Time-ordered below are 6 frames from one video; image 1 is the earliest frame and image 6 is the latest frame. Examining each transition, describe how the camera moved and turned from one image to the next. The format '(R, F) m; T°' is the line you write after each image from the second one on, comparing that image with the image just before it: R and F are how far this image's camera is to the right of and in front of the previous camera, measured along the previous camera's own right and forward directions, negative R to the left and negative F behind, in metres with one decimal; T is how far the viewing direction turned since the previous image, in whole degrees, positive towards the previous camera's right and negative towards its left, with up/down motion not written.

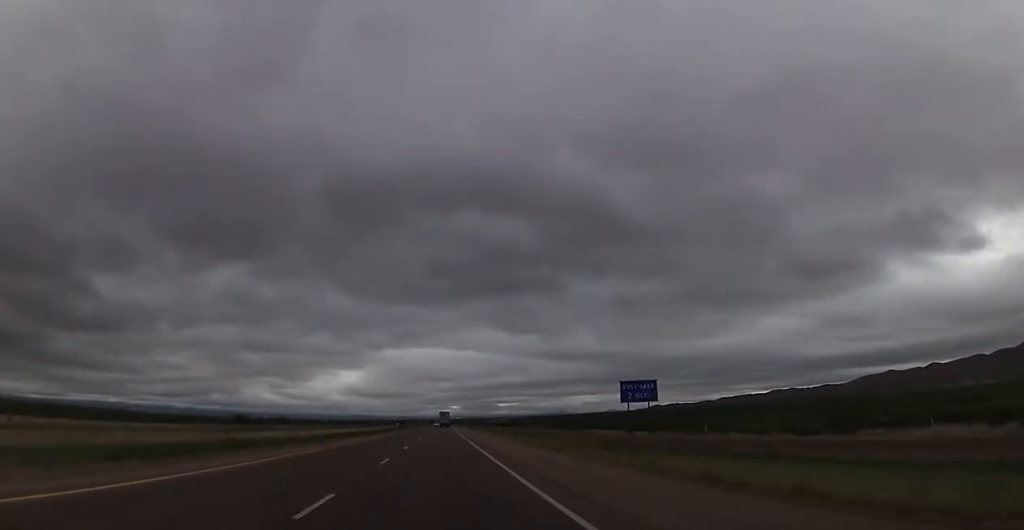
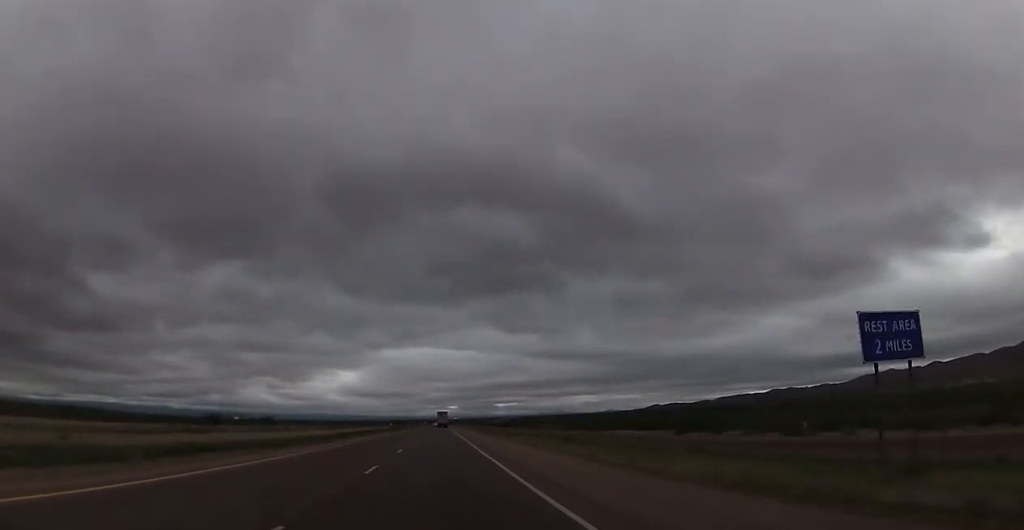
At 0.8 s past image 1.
(0.0, +28.1) m; -1°
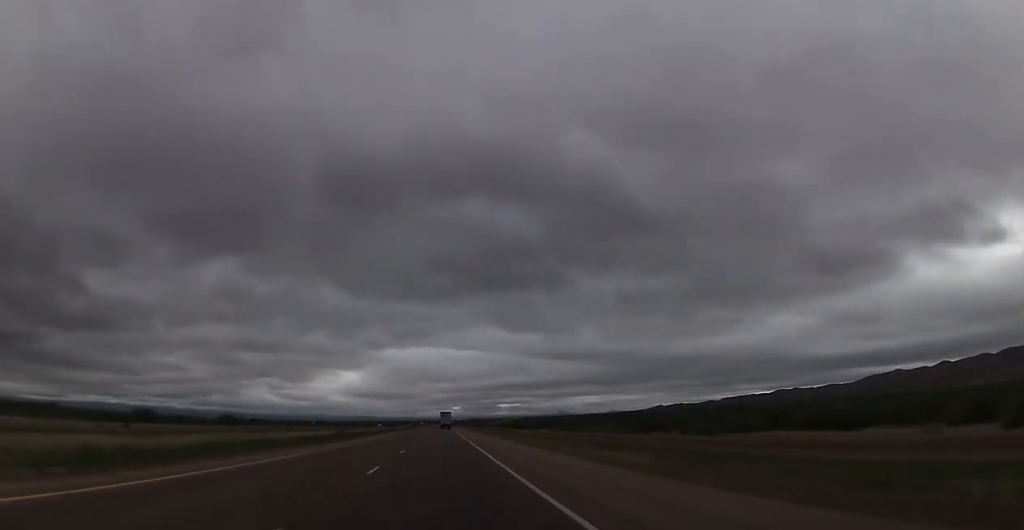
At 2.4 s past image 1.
(-0.4, +61.1) m; 0°
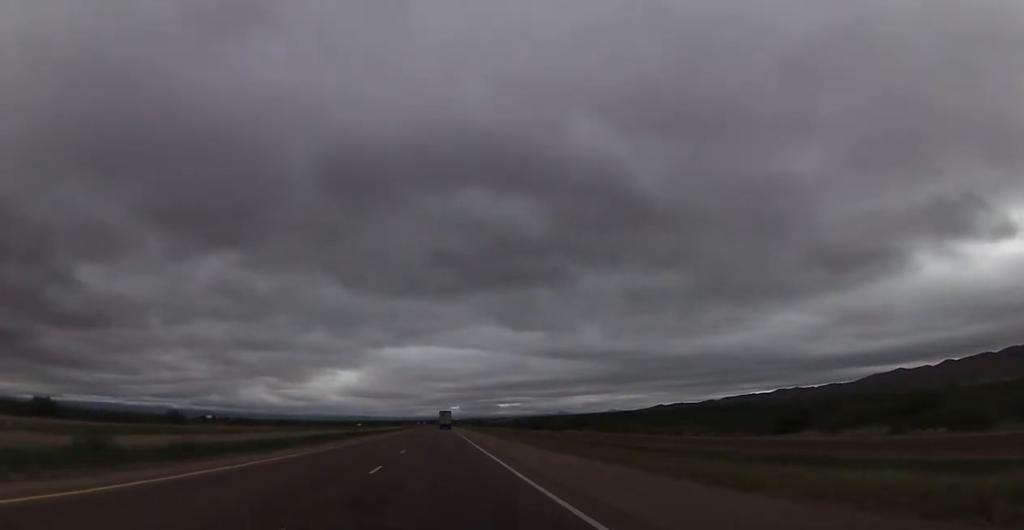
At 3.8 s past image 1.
(+0.4, +48.8) m; 0°
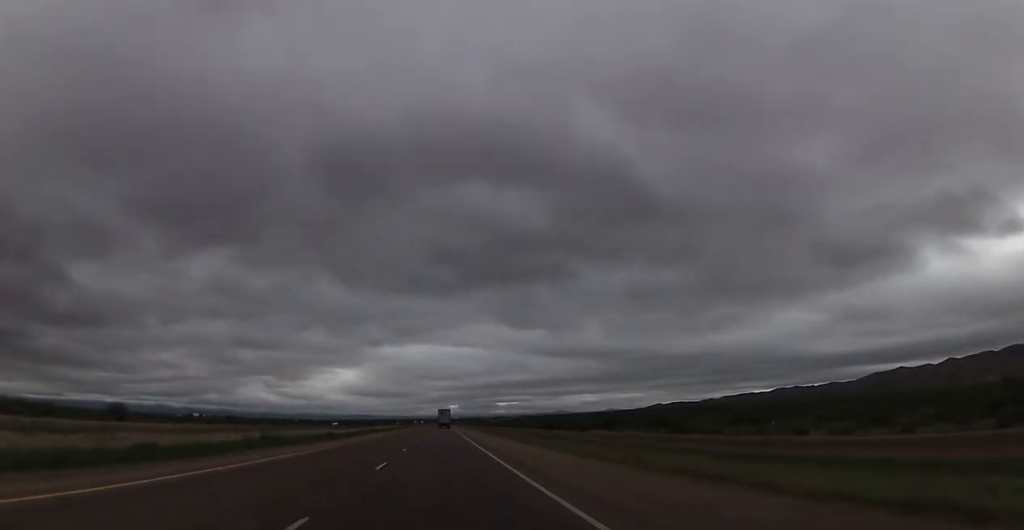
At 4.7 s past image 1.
(0.0, +35.4) m; 0°
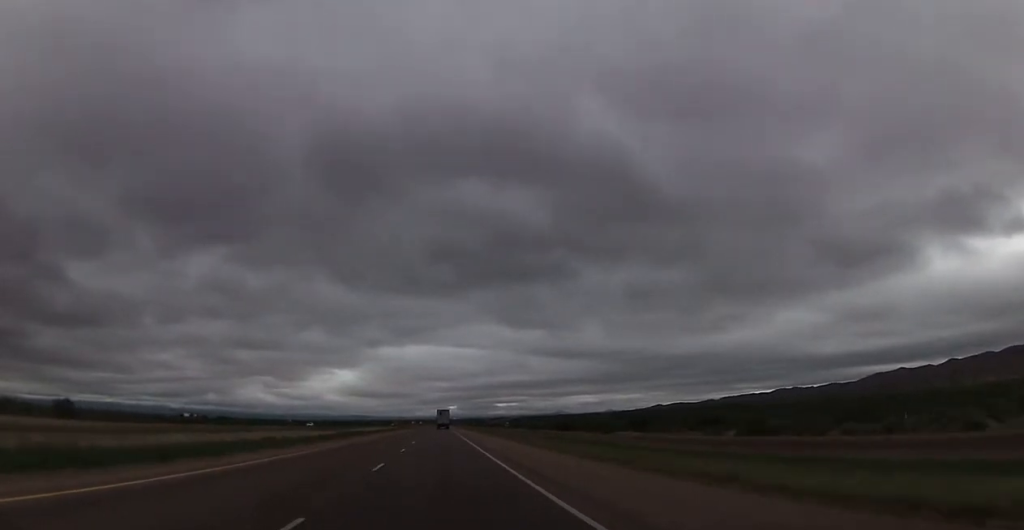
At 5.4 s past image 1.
(-0.1, +24.5) m; 0°
